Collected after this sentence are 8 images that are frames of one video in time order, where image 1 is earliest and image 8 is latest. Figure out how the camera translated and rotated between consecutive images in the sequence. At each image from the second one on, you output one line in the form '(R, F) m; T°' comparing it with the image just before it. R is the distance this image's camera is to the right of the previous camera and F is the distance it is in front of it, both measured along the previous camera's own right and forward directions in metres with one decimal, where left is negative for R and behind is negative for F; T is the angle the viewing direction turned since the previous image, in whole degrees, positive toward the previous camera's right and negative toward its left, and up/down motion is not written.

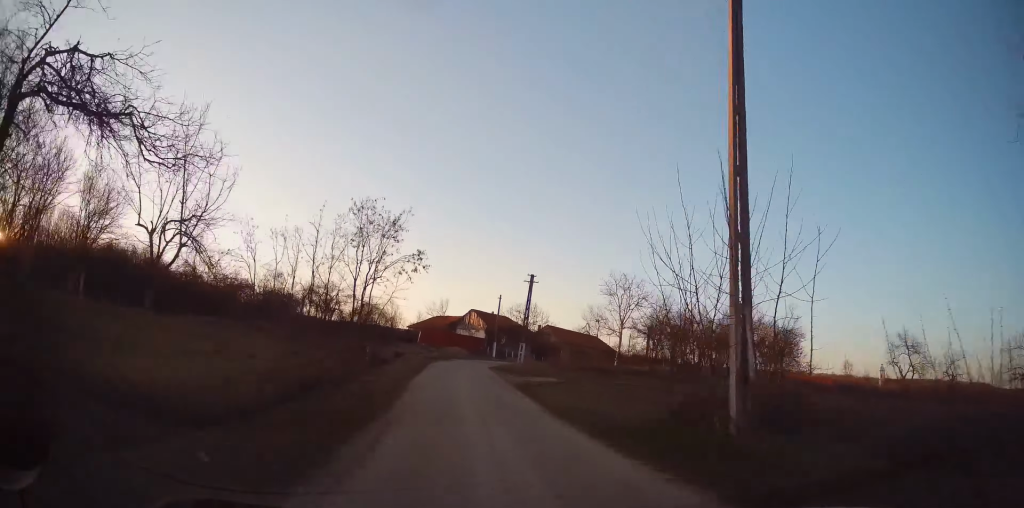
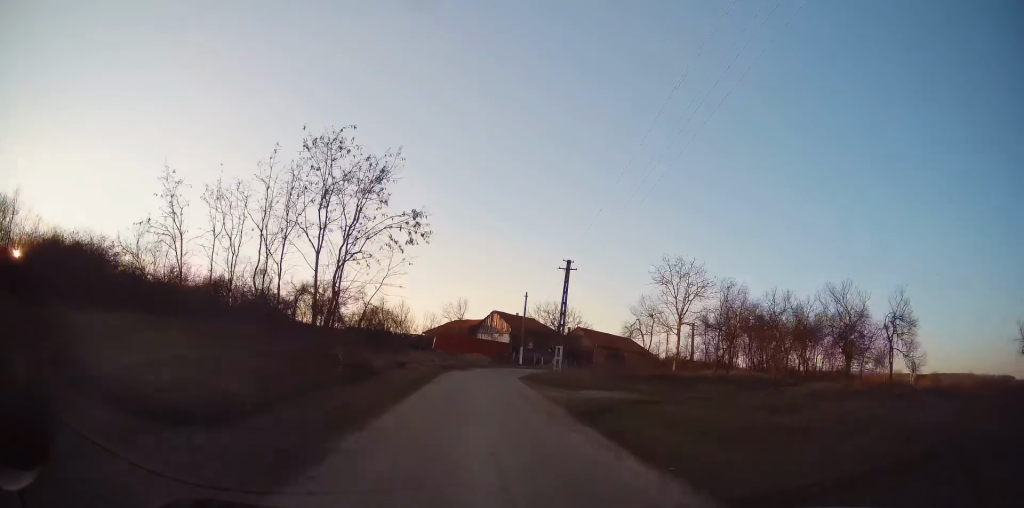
(-0.2, +9.3) m; -2°
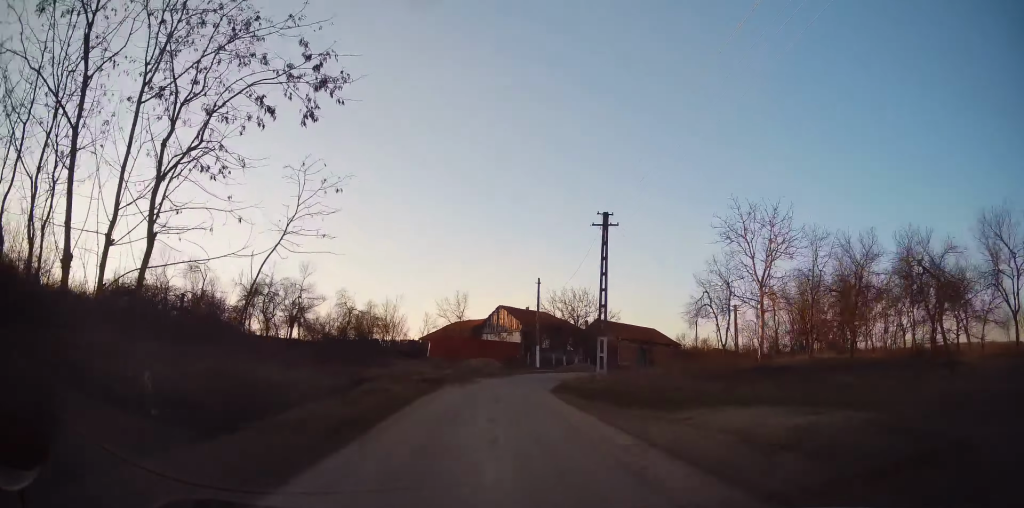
(-0.4, +11.8) m; -1°
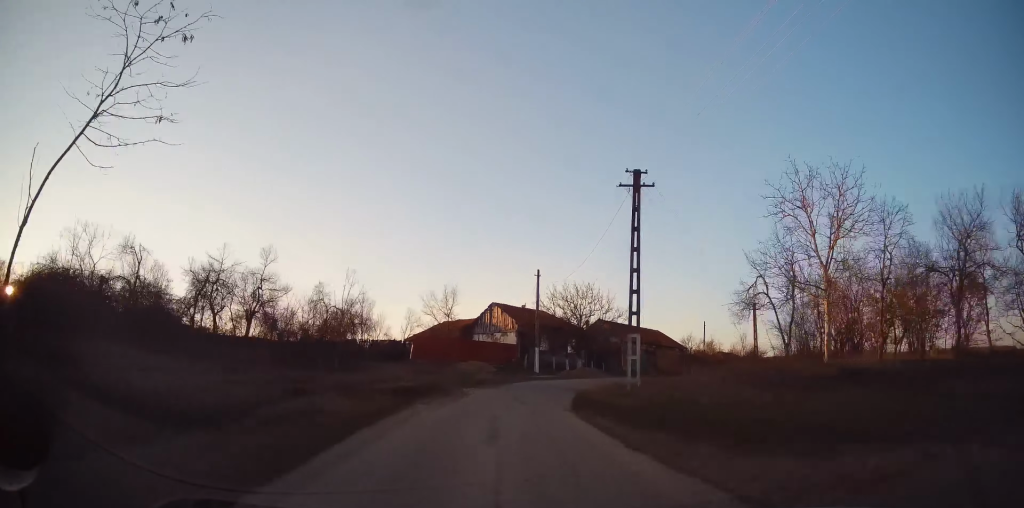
(0.0, +6.6) m; +1°
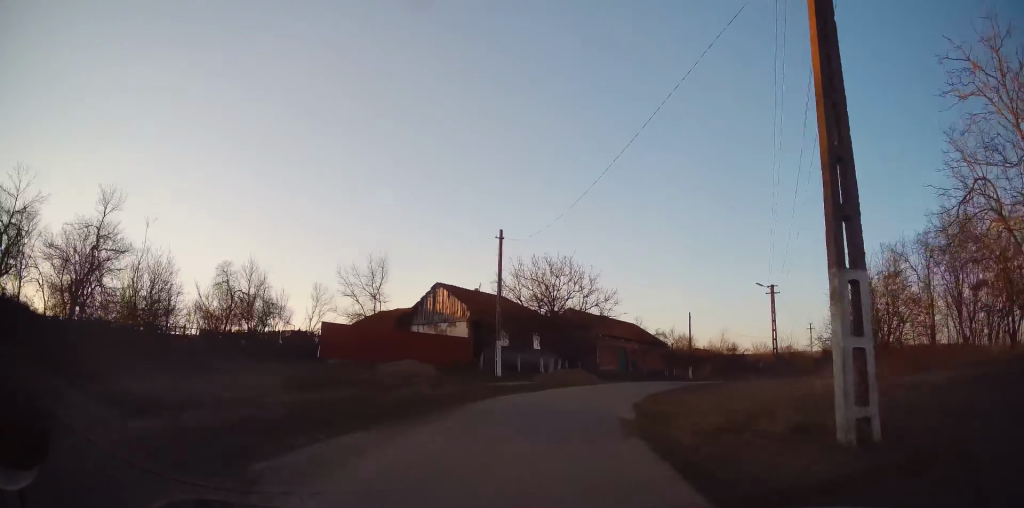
(+0.6, +13.7) m; +7°
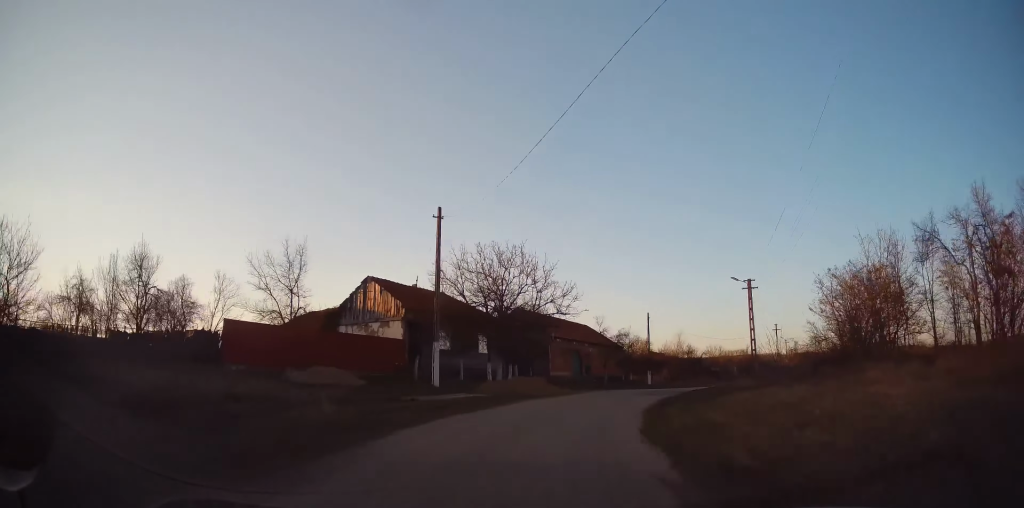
(+0.1, +6.0) m; +4°
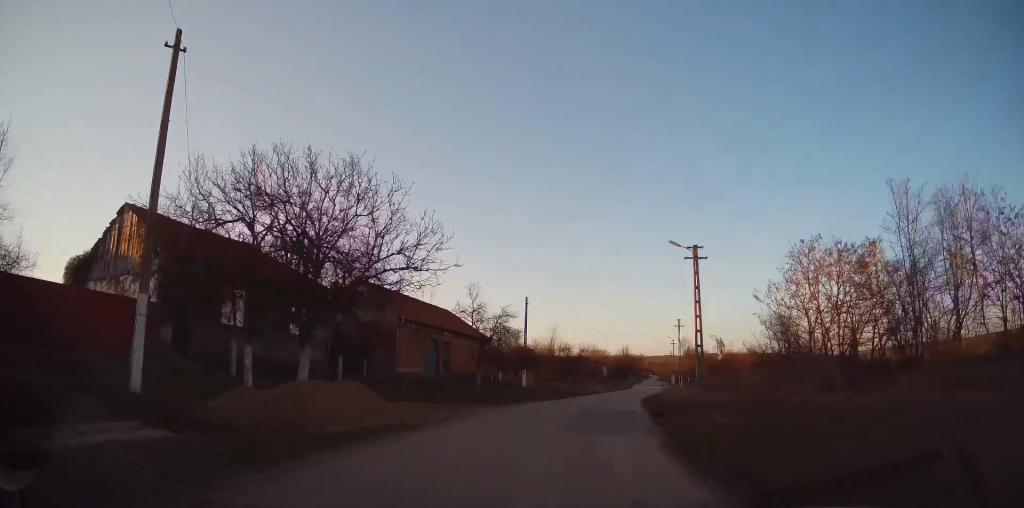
(+1.2, +13.9) m; +13°
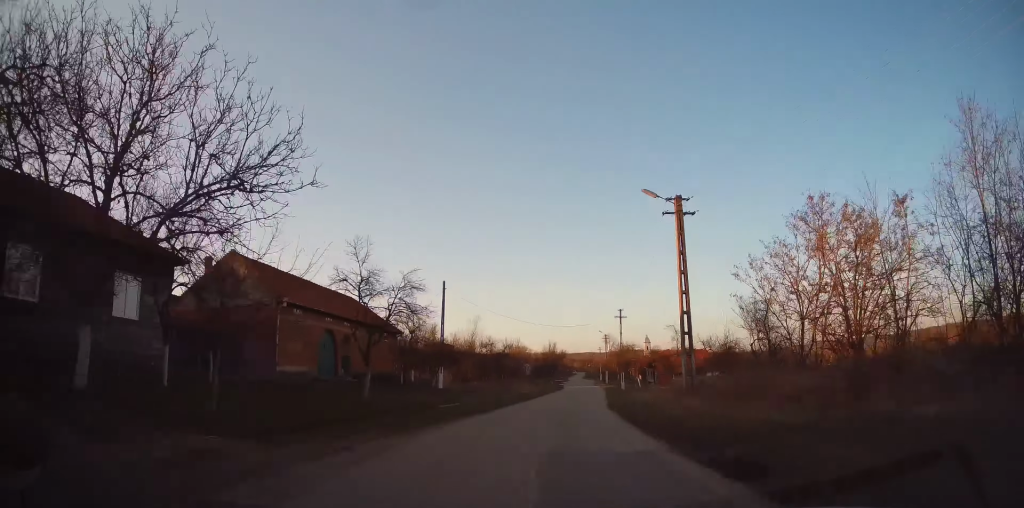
(+0.9, +8.2) m; +9°
